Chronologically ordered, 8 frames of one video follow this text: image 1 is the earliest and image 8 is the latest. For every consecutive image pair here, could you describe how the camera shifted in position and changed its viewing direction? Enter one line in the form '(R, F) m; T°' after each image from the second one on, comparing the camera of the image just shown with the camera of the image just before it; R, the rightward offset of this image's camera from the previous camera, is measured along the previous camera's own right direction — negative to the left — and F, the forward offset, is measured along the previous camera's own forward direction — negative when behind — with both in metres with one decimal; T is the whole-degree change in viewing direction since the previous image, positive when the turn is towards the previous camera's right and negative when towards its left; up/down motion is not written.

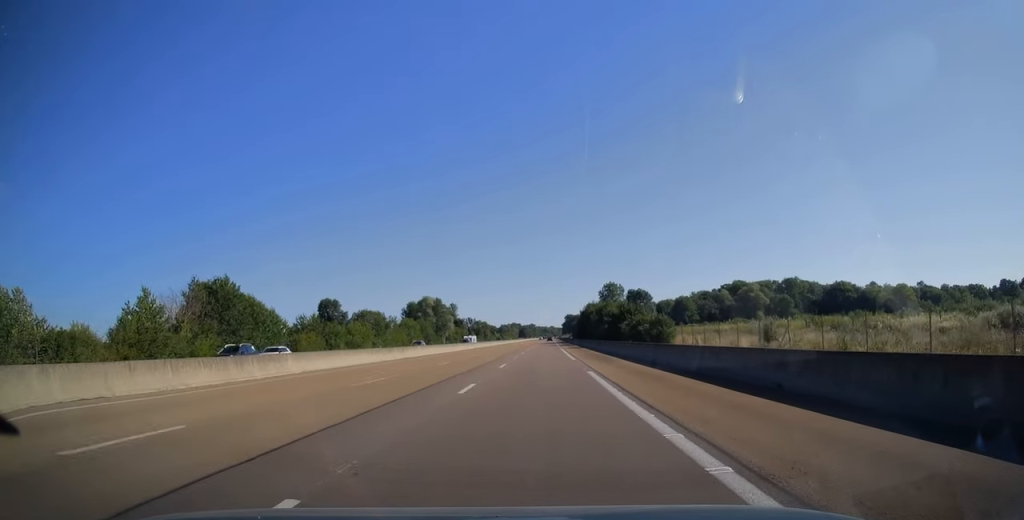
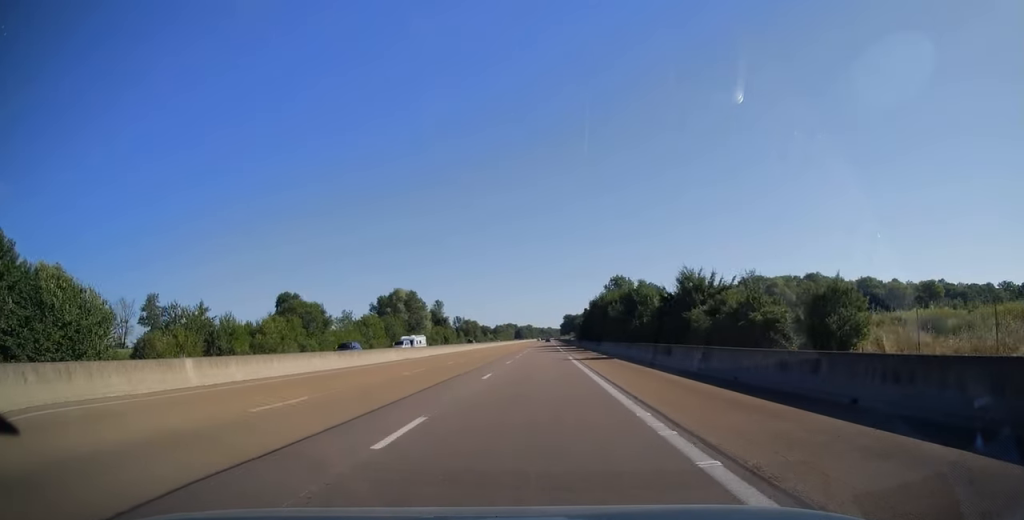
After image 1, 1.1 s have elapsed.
(+0.1, +33.5) m; 0°
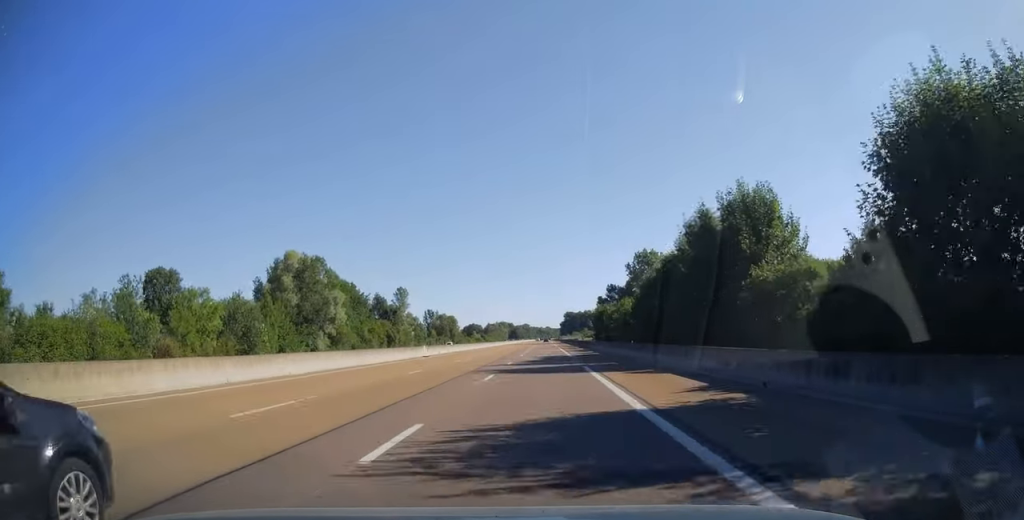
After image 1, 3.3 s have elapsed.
(0.0, +65.5) m; 0°
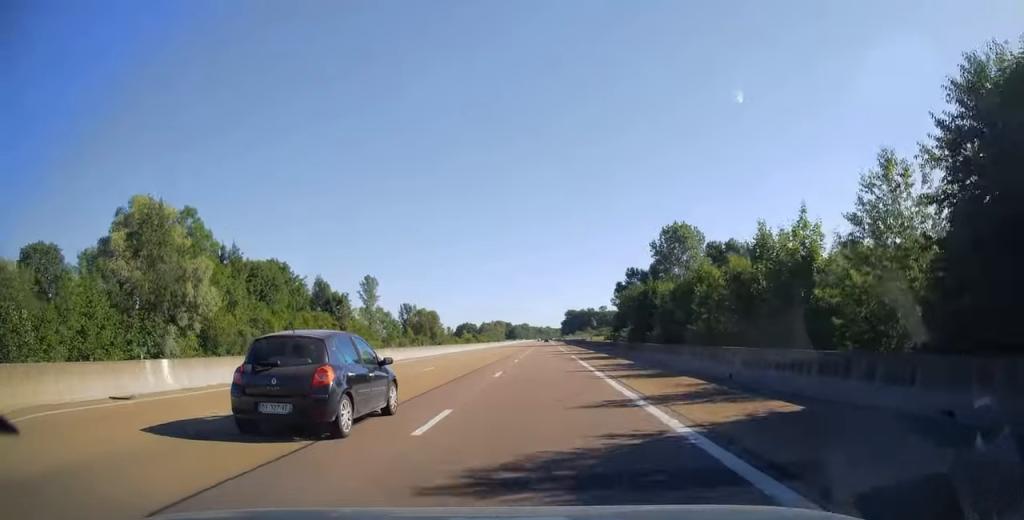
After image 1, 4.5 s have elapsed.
(+0.1, +36.7) m; 0°
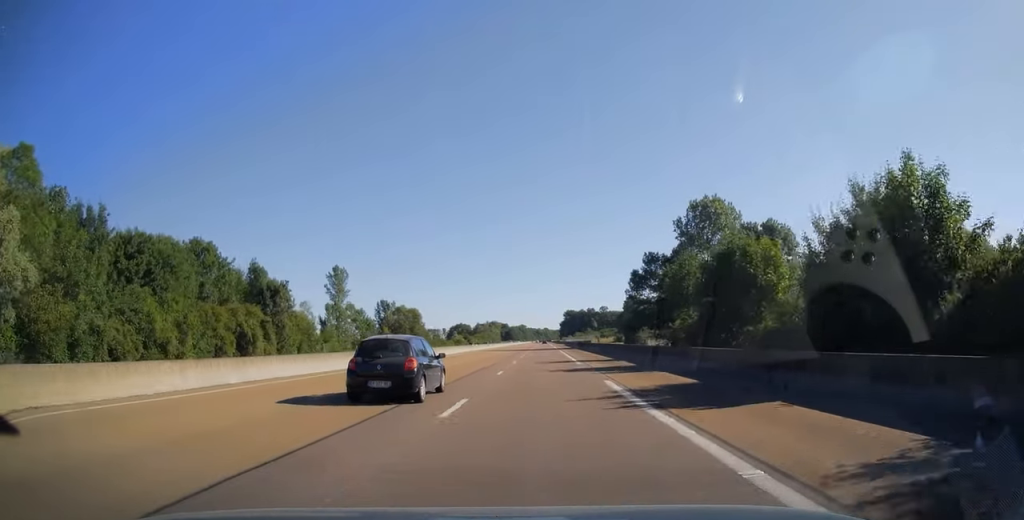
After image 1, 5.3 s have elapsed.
(0.0, +23.6) m; 0°
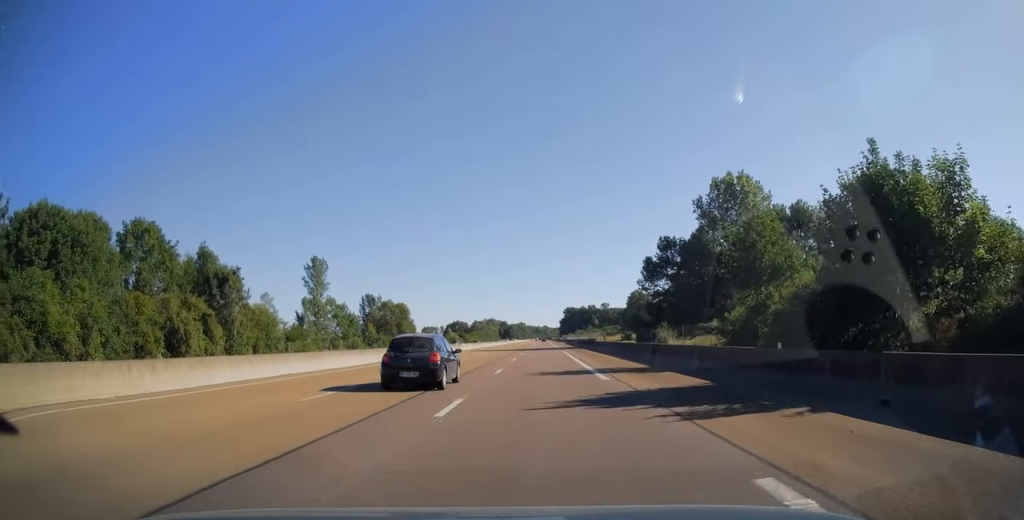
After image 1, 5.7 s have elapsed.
(0.0, +13.1) m; 0°
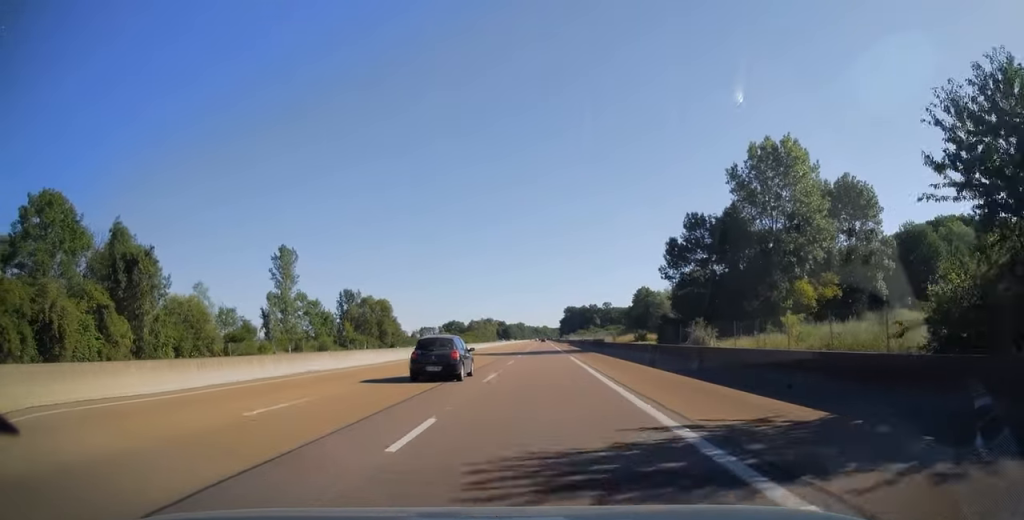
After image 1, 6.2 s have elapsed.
(0.0, +16.1) m; 0°
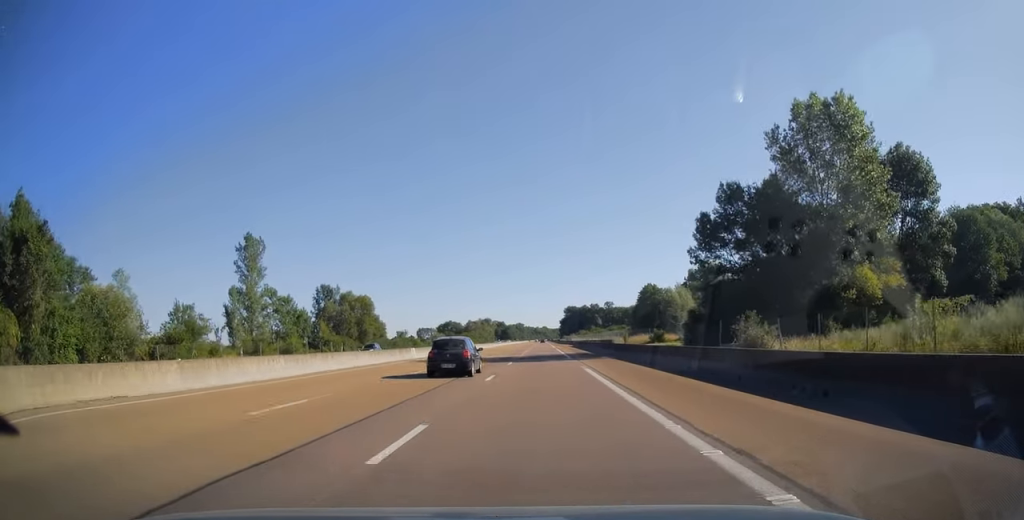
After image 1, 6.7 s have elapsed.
(+0.1, +13.6) m; 0°
